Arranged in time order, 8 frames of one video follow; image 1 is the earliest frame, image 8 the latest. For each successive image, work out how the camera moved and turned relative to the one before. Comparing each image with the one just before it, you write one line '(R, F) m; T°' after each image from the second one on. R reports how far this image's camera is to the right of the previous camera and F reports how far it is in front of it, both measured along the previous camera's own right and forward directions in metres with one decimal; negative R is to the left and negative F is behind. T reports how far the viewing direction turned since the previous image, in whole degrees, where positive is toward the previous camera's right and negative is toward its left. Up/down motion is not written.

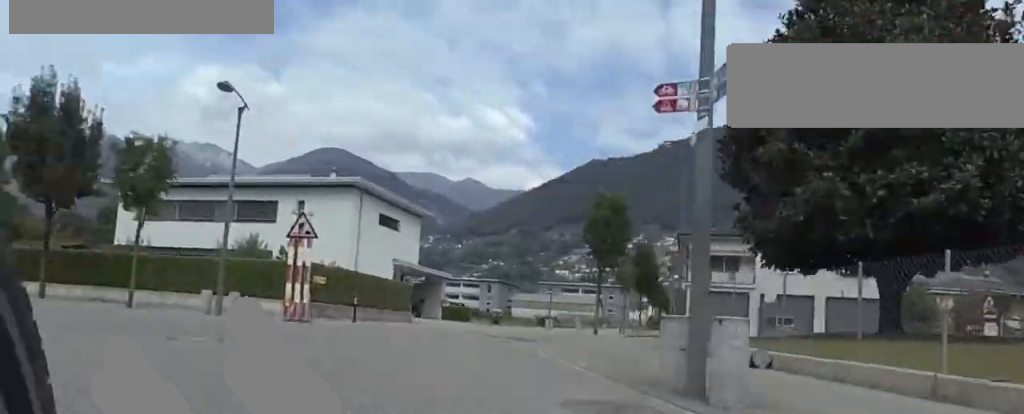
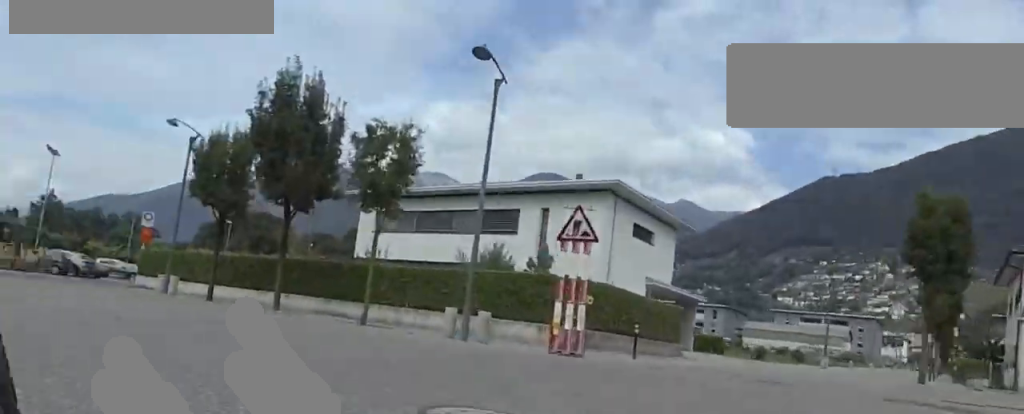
(-1.2, +6.1) m; -8°
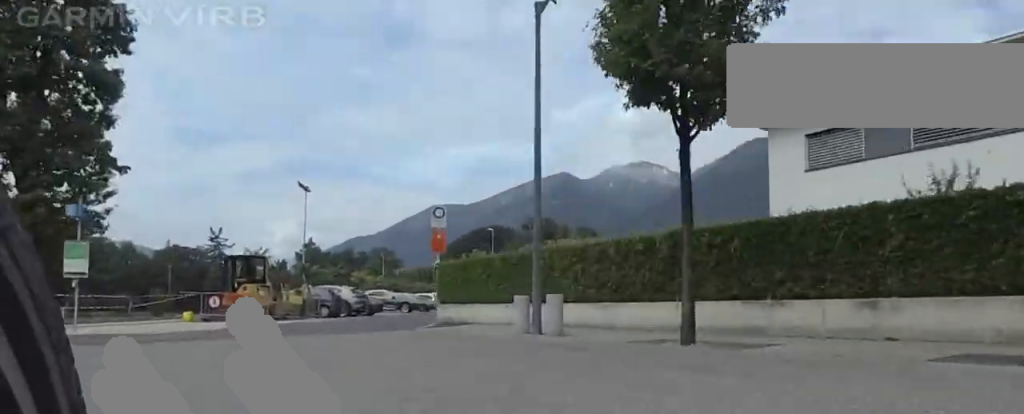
(-0.9, +16.8) m; -3°
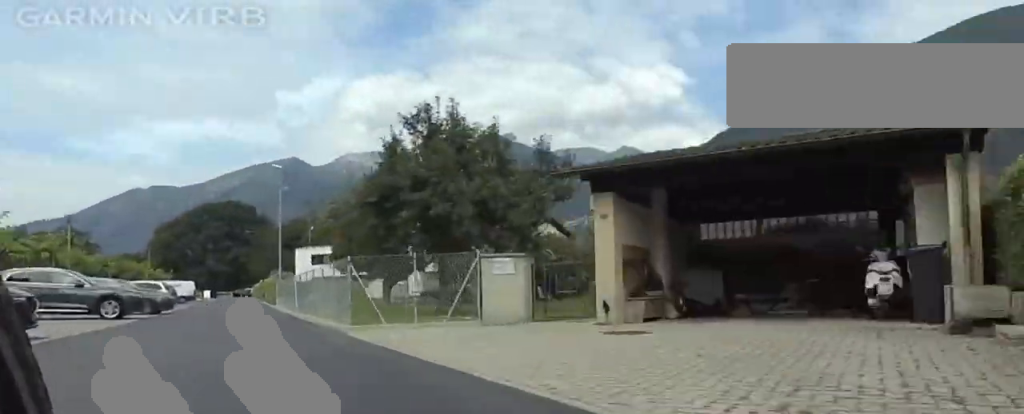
(+2.1, +22.0) m; +10°
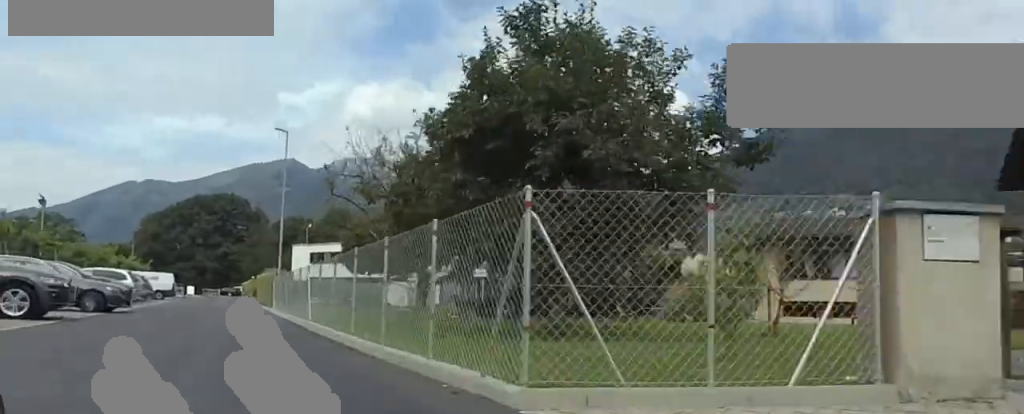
(+0.7, +6.9) m; +2°
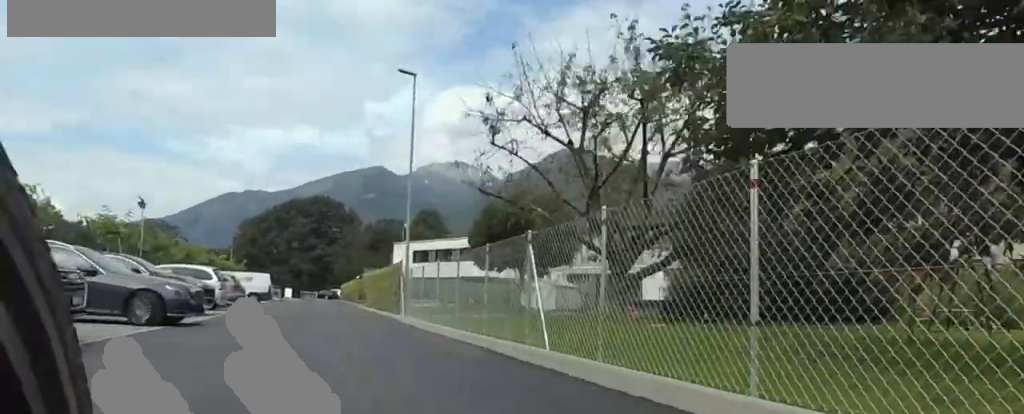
(-0.5, +7.7) m; -2°
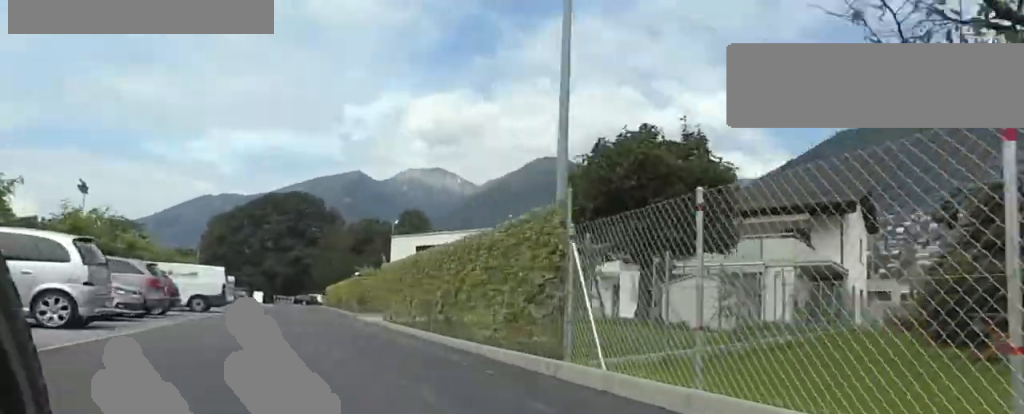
(-0.4, +12.0) m; -2°
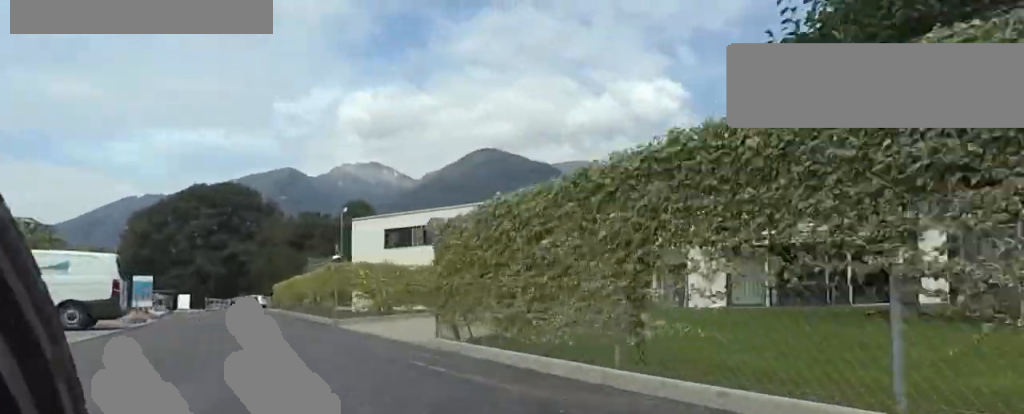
(0.0, +9.7) m; 0°
